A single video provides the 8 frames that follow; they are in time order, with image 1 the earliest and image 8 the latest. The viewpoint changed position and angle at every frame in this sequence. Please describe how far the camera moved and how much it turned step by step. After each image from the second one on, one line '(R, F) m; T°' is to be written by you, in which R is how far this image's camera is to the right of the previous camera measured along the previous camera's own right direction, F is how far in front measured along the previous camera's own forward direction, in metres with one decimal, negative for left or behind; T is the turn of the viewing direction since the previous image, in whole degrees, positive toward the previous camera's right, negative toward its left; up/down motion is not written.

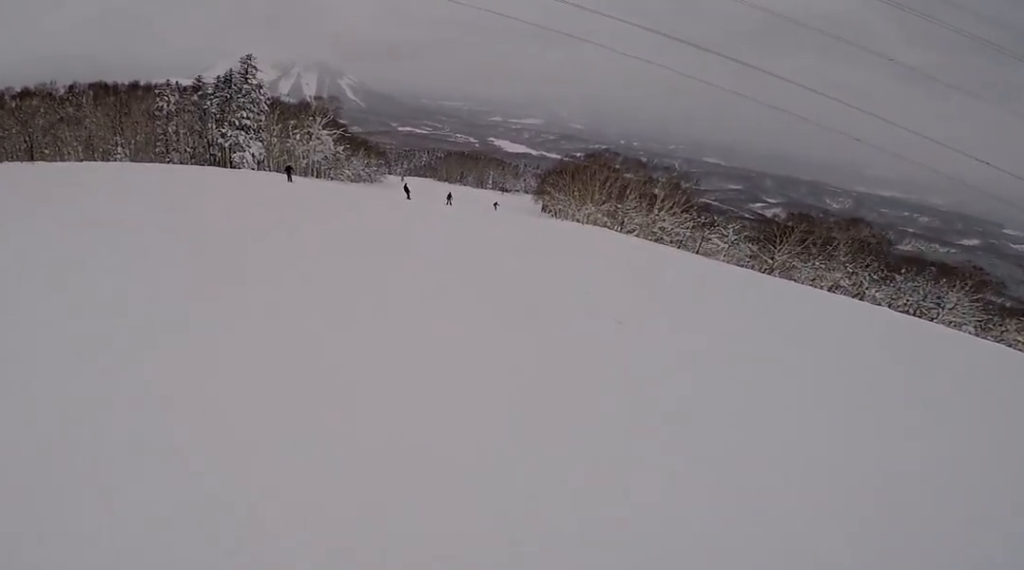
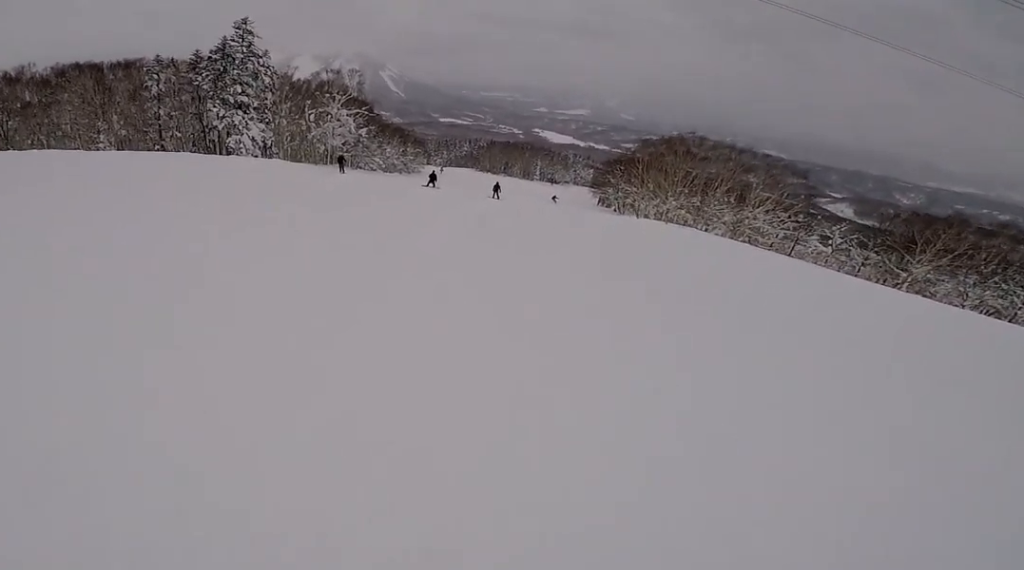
(-0.8, +12.4) m; -1°
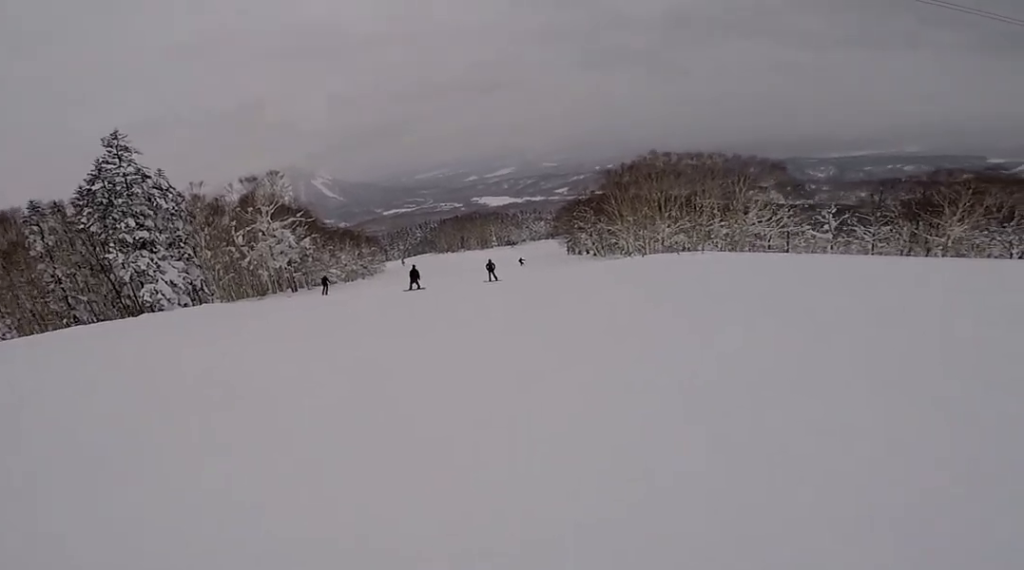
(-0.1, +10.2) m; +9°
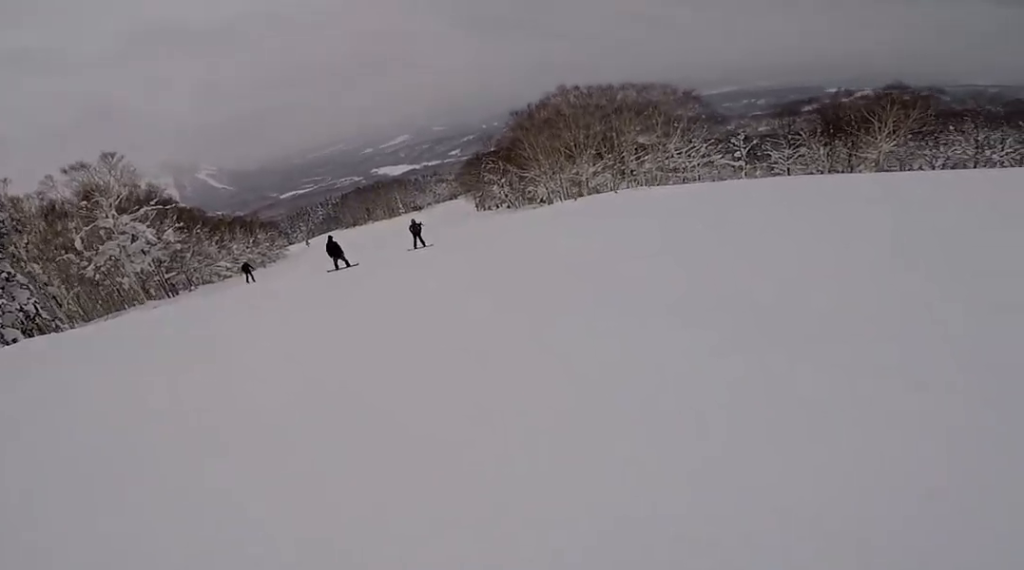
(+1.3, +8.6) m; +9°
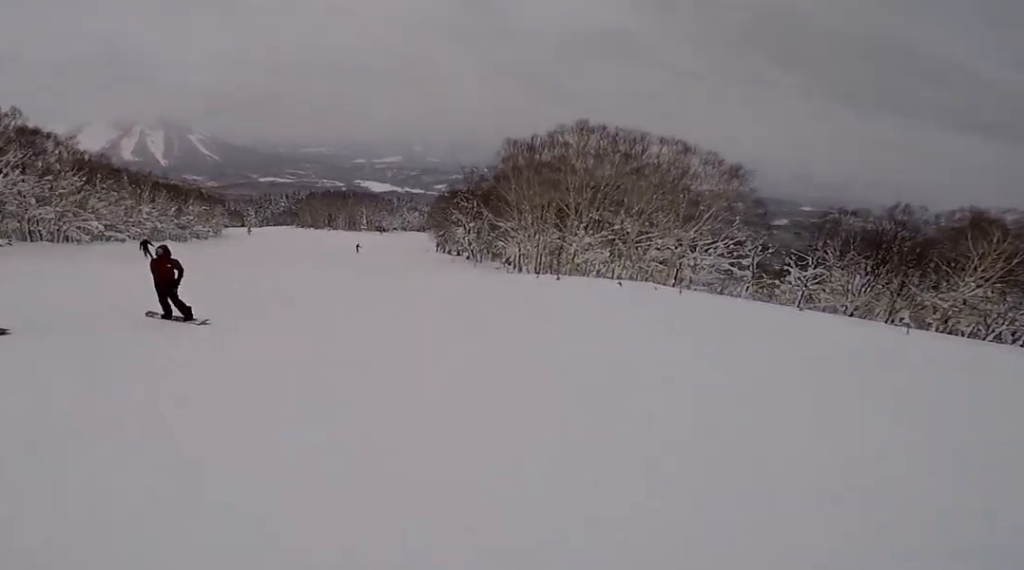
(+1.6, +16.1) m; -1°
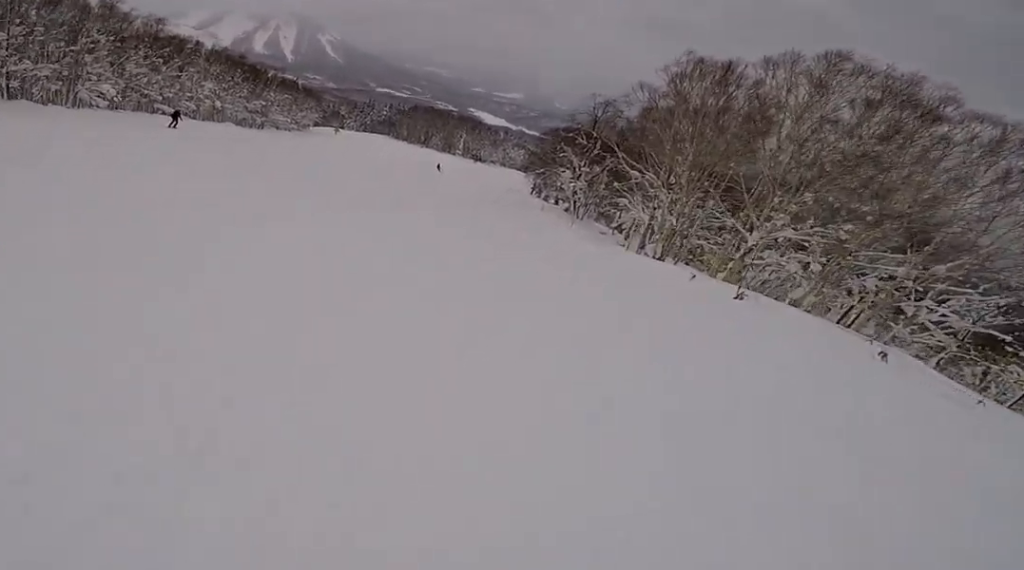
(-2.5, +14.2) m; -15°
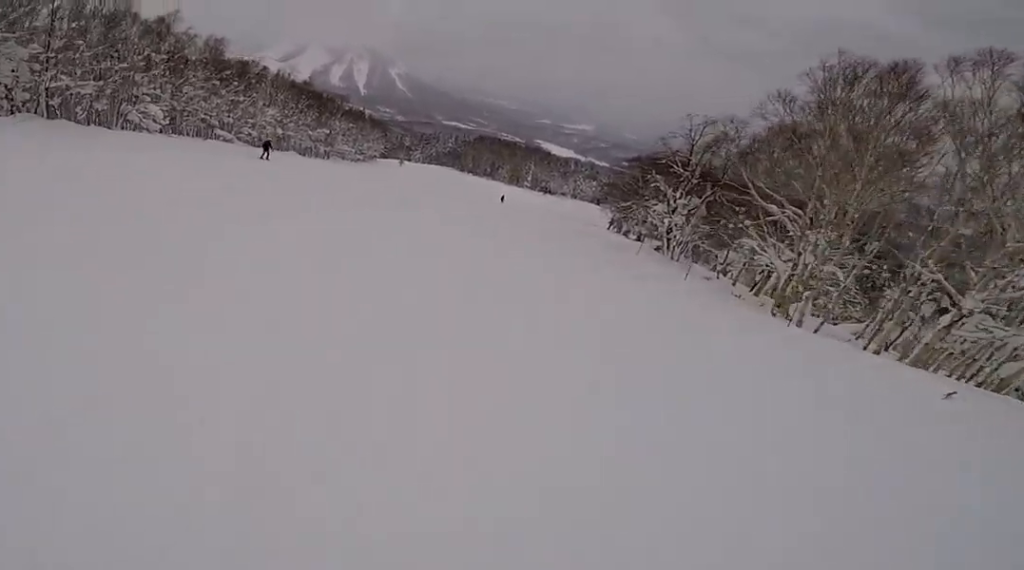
(-0.5, +6.5) m; -3°
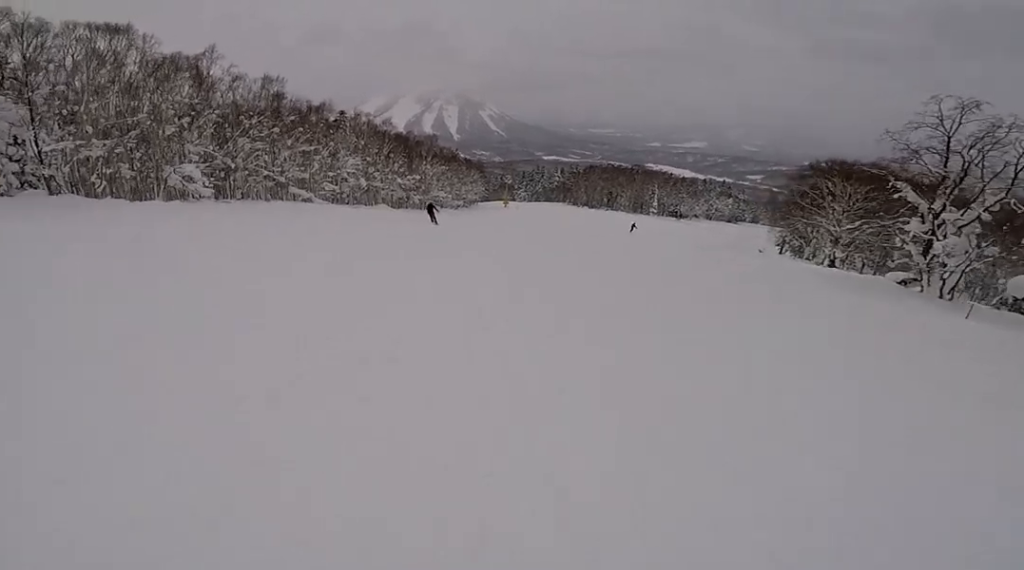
(-0.4, +12.2) m; -2°
